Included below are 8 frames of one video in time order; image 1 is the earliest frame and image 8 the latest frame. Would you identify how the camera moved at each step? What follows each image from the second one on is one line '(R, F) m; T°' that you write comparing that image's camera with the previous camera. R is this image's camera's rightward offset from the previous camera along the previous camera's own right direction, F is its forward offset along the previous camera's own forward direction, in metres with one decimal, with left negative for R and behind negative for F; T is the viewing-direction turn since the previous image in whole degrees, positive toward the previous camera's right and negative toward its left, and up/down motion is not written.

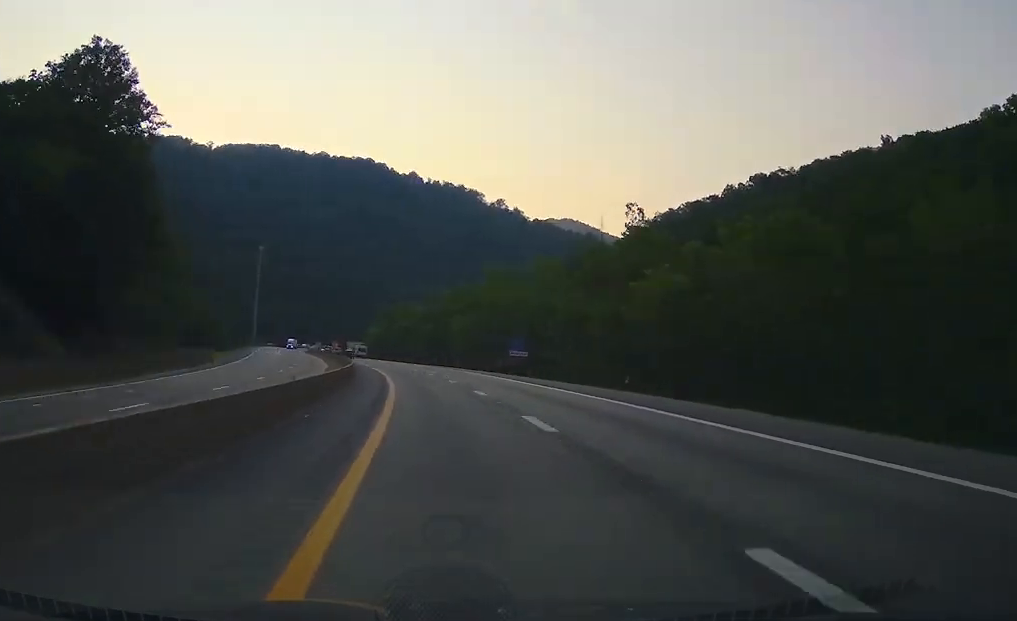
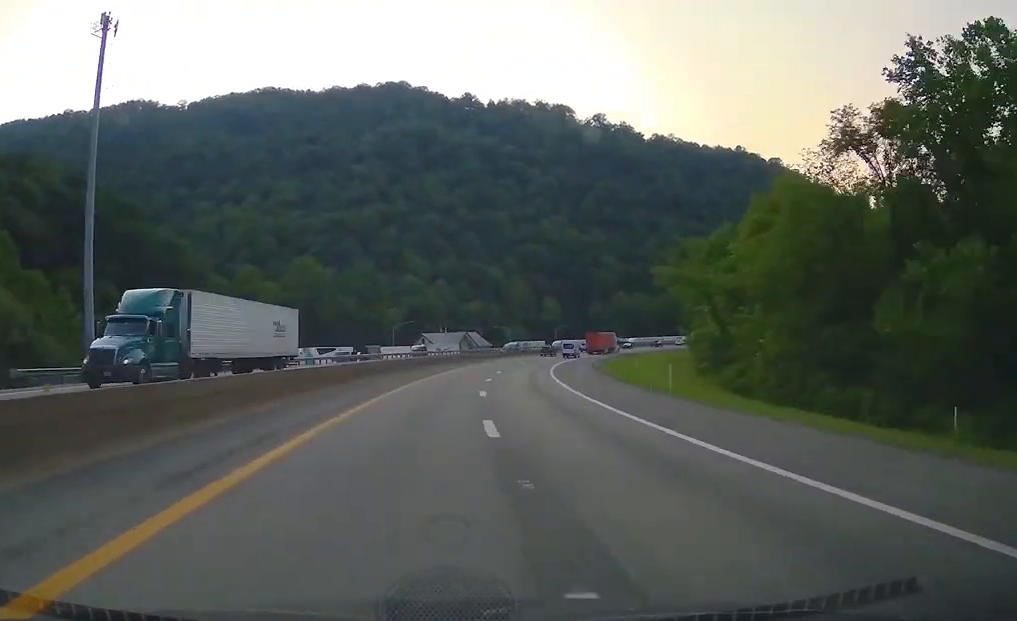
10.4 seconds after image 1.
(-26.1, +303.2) m; +7°
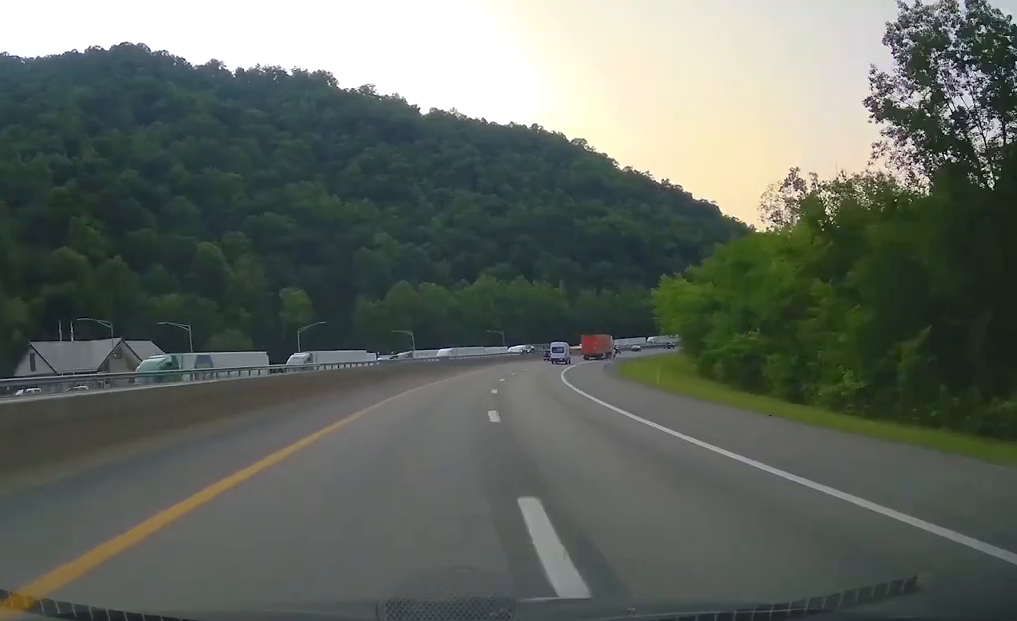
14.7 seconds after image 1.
(+20.4, +118.9) m; +22°
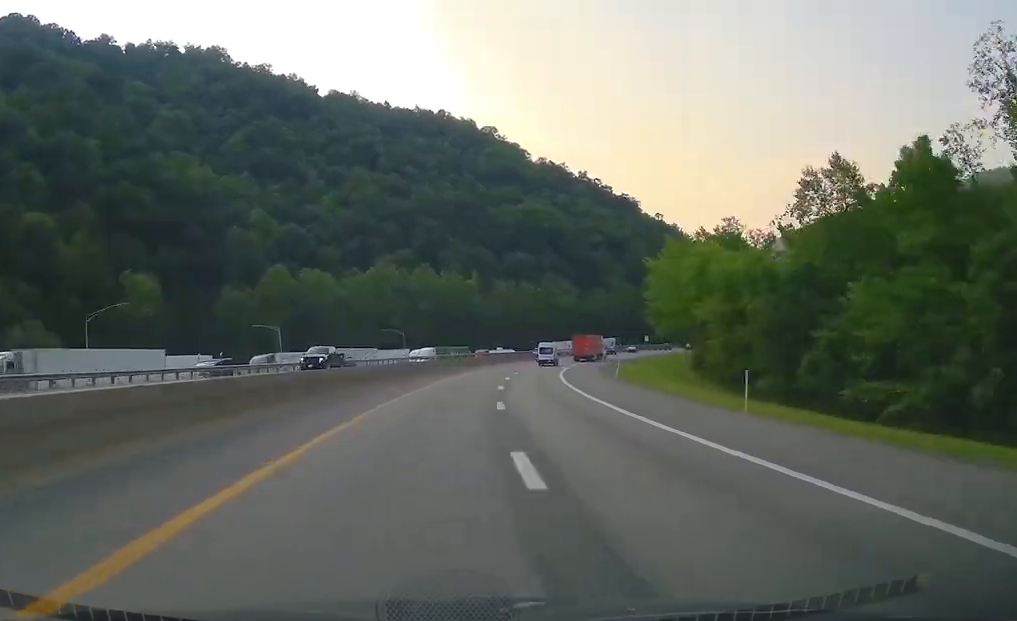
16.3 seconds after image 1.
(+5.0, +44.8) m; +9°
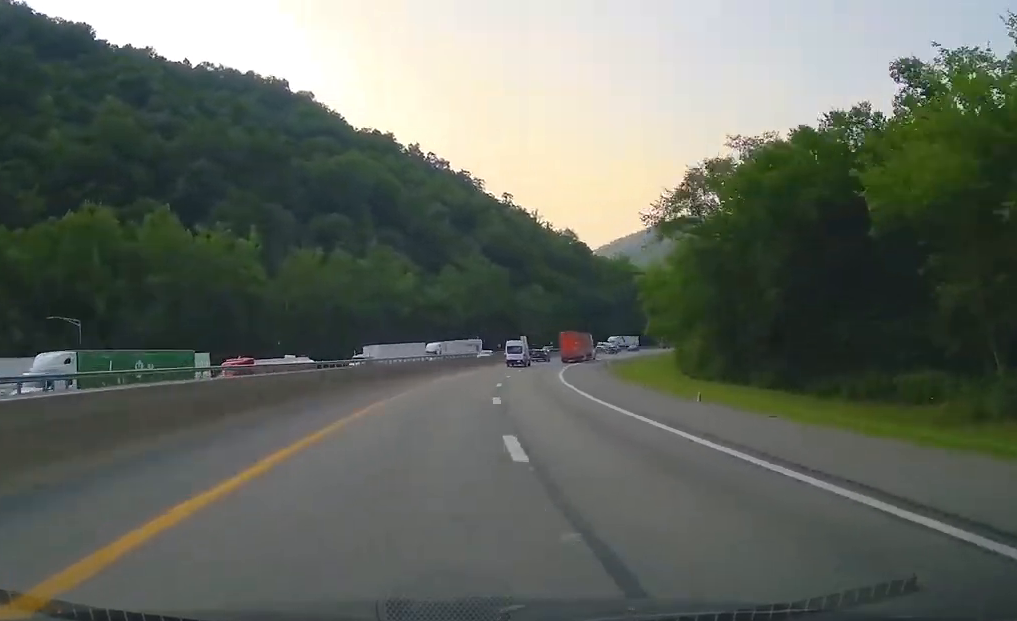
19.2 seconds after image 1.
(+8.0, +84.1) m; +16°
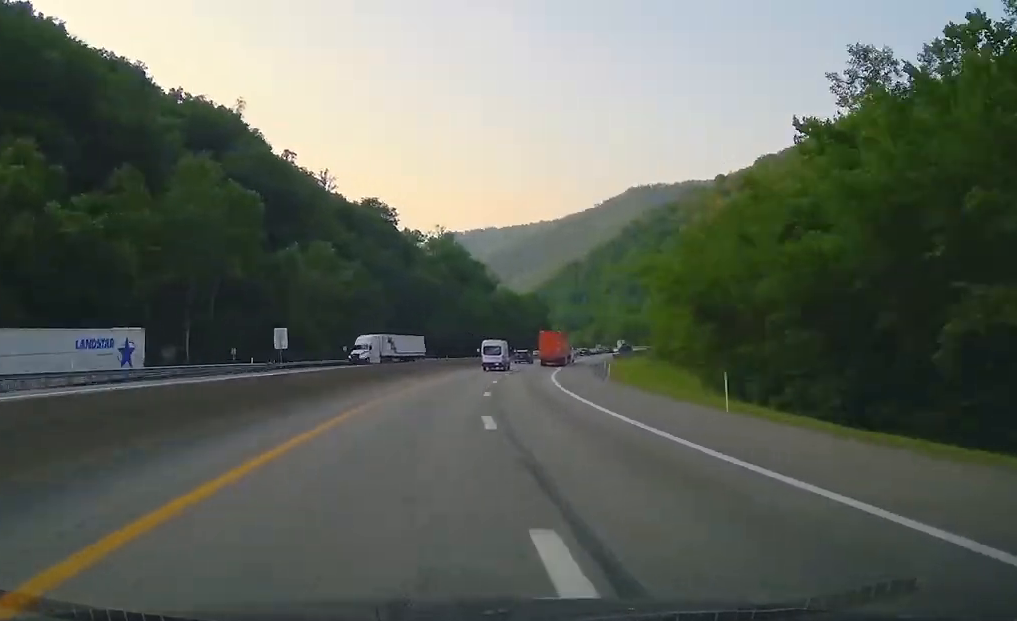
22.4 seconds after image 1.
(+17.3, +91.4) m; +15°
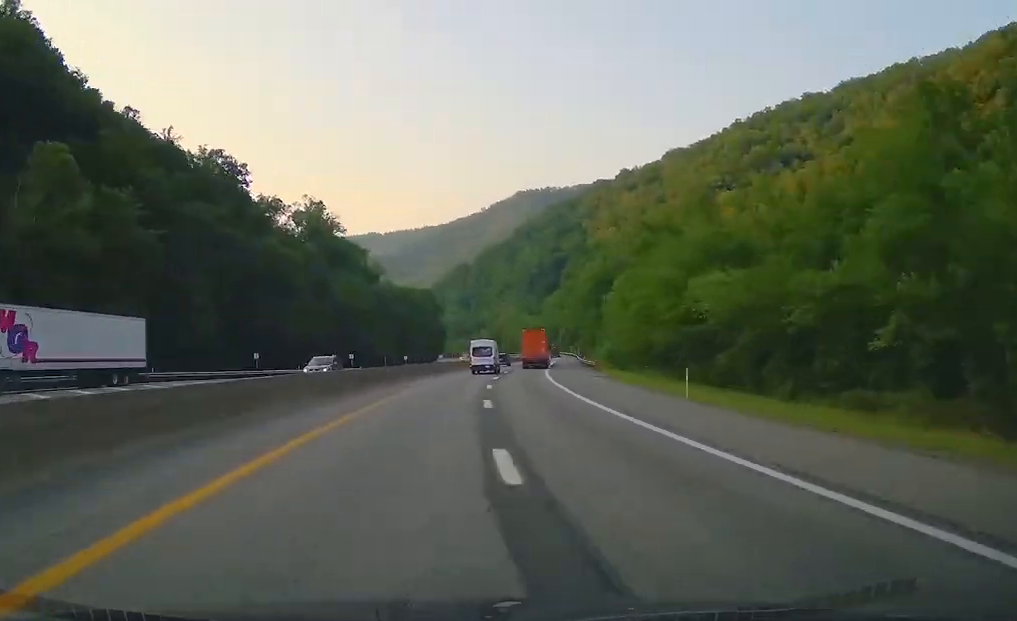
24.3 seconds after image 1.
(+4.5, +54.1) m; +6°
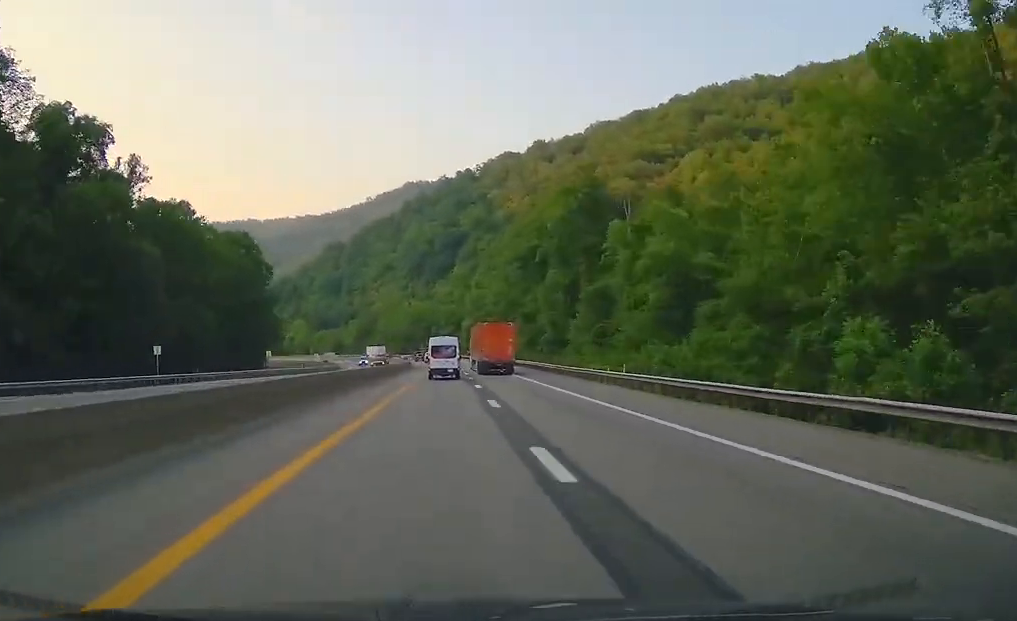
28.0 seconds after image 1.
(+11.1, +110.1) m; +4°
